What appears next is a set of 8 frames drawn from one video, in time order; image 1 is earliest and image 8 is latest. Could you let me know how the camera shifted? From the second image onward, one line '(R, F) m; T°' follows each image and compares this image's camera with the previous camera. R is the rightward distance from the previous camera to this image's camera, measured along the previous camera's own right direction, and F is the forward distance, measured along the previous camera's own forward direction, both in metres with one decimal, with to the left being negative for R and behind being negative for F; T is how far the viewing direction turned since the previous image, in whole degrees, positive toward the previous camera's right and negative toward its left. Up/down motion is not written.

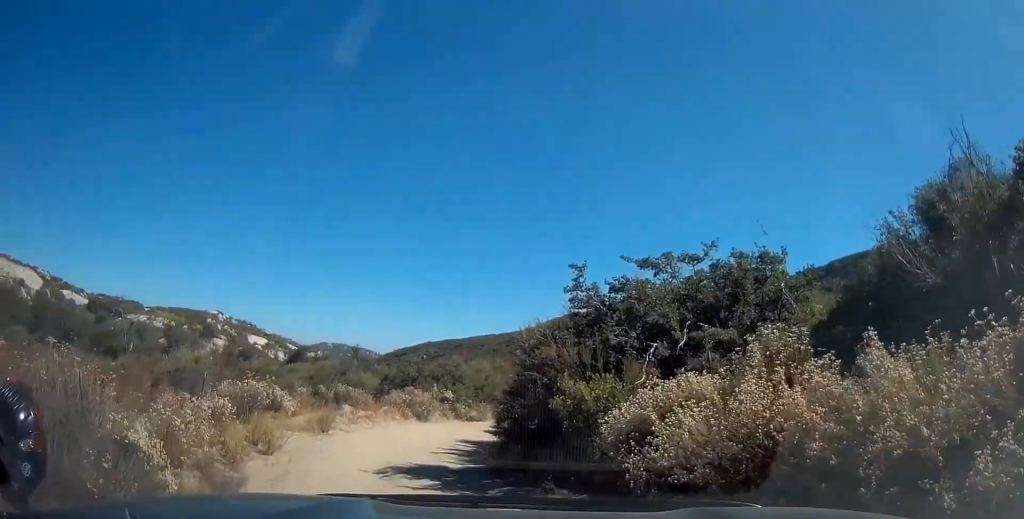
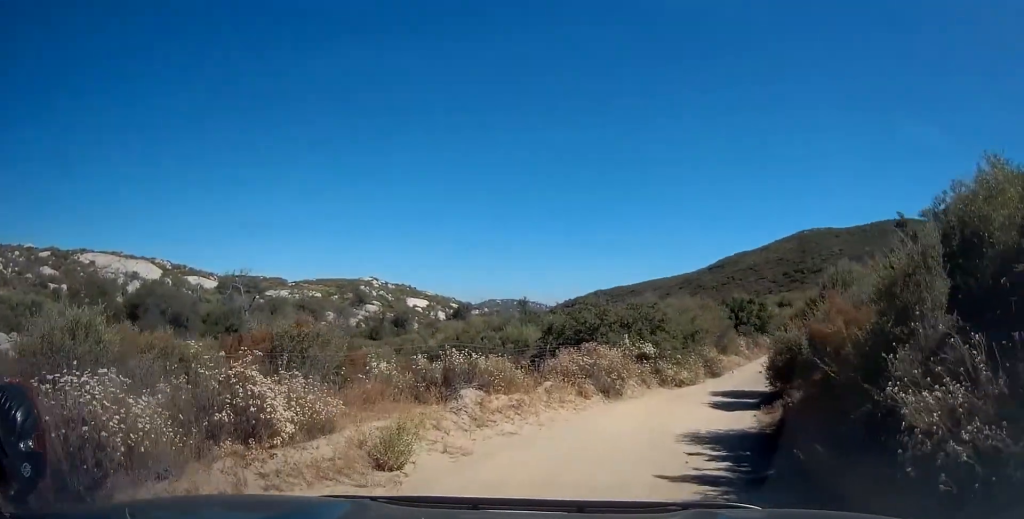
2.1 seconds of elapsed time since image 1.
(-2.7, +8.9) m; -21°
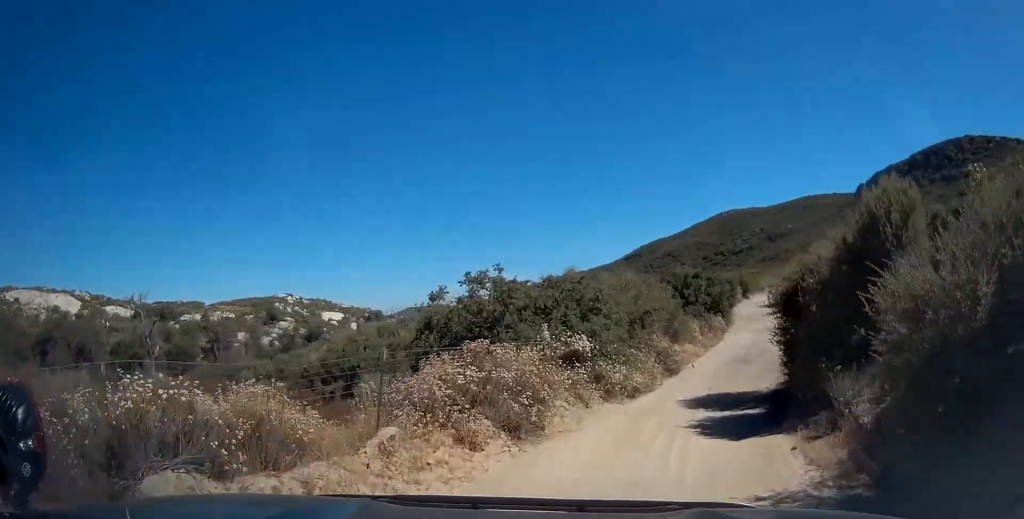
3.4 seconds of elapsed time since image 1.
(+0.2, +6.7) m; +9°
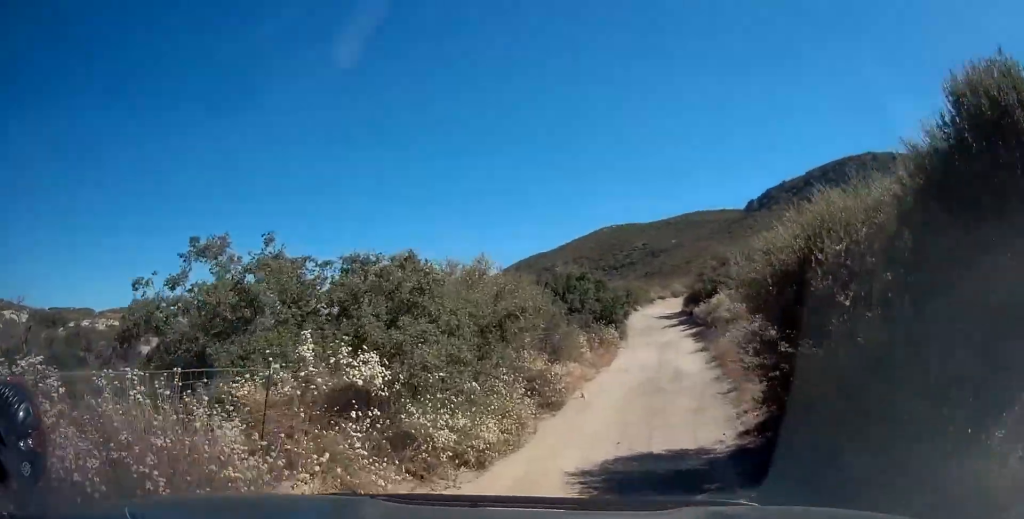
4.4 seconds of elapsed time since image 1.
(+0.7, +5.8) m; +10°
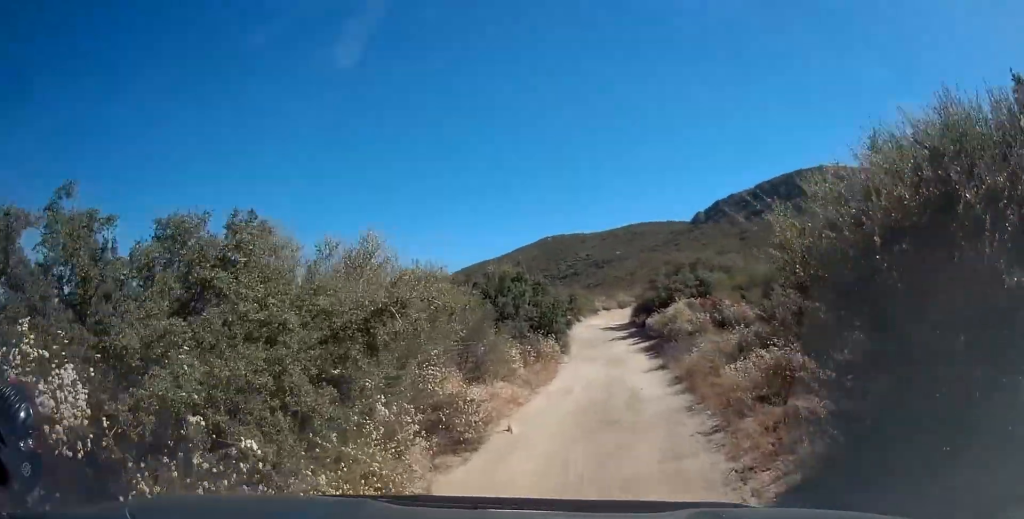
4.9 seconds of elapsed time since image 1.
(+0.2, +3.3) m; +4°
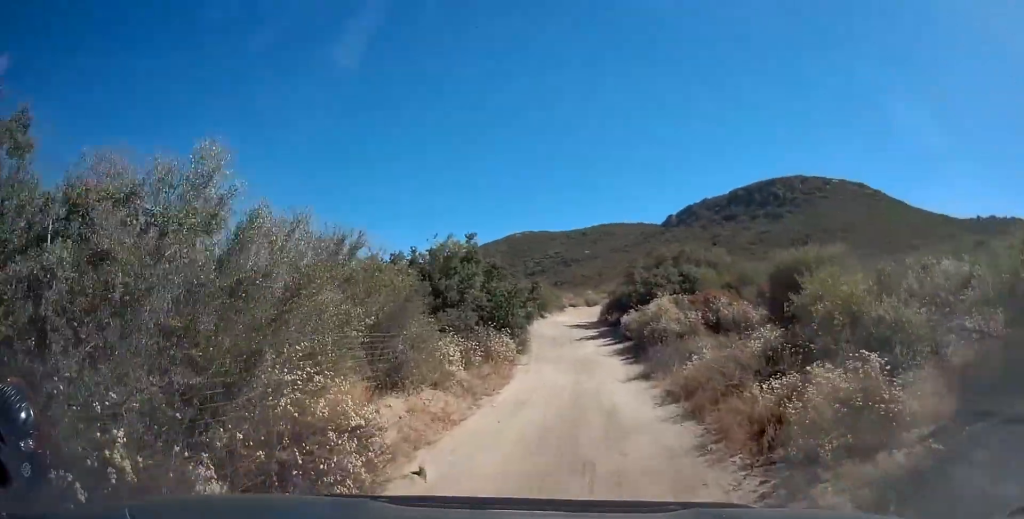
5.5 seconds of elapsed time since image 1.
(0.0, +3.7) m; +1°
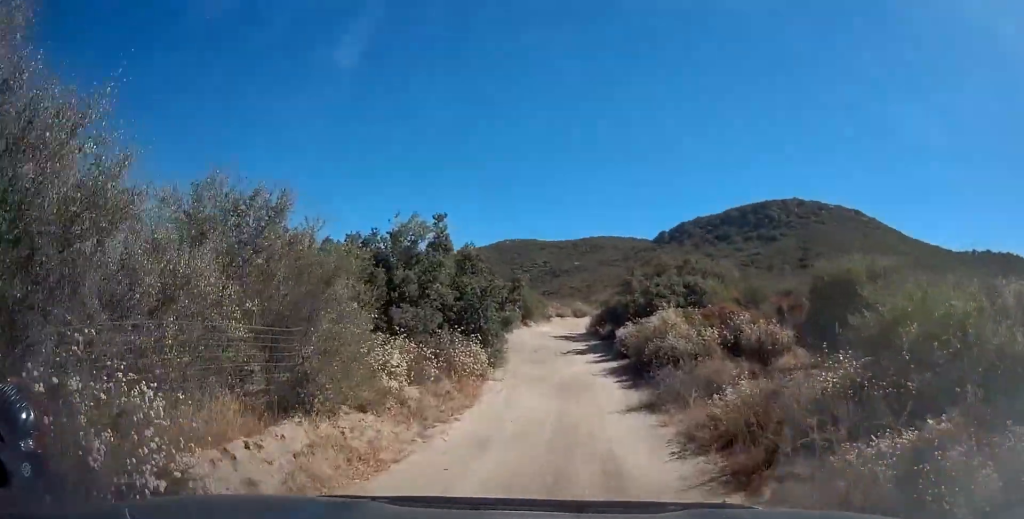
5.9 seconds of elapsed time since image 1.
(0.0, +3.1) m; +2°
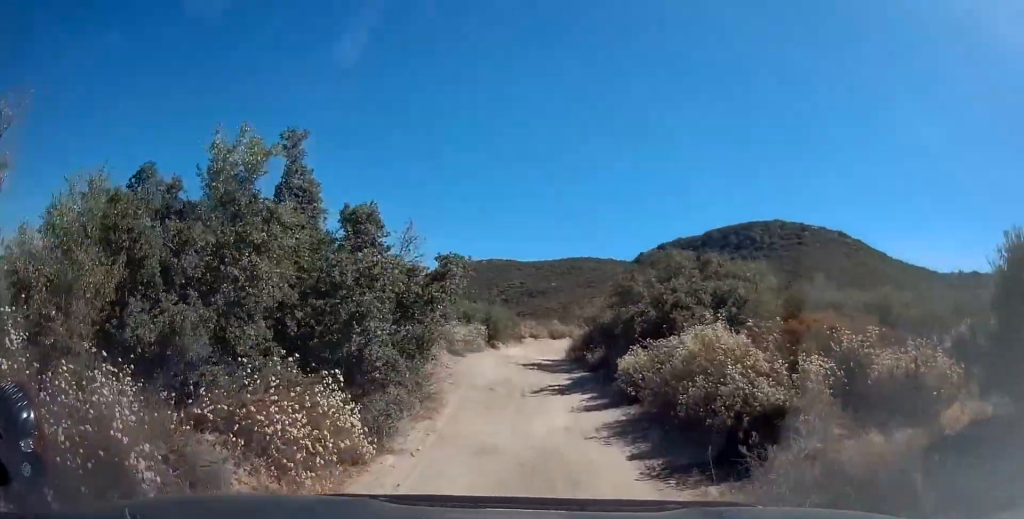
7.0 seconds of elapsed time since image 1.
(+0.2, +6.9) m; +5°
